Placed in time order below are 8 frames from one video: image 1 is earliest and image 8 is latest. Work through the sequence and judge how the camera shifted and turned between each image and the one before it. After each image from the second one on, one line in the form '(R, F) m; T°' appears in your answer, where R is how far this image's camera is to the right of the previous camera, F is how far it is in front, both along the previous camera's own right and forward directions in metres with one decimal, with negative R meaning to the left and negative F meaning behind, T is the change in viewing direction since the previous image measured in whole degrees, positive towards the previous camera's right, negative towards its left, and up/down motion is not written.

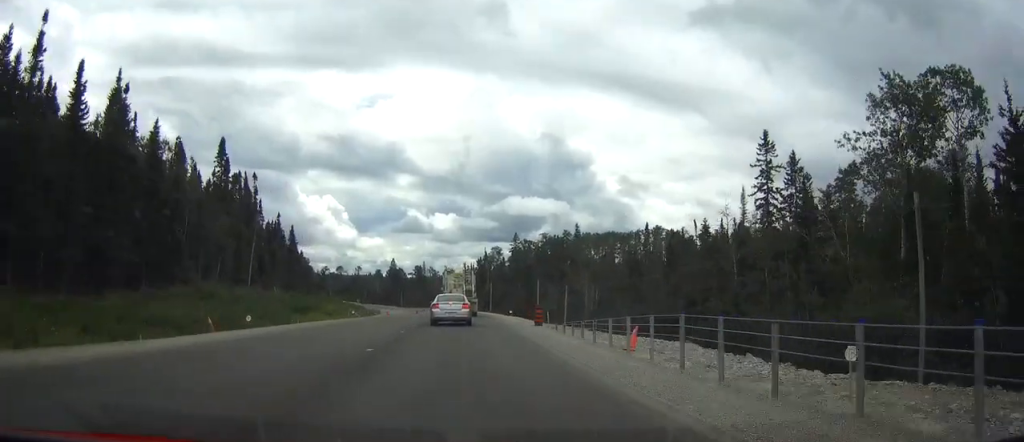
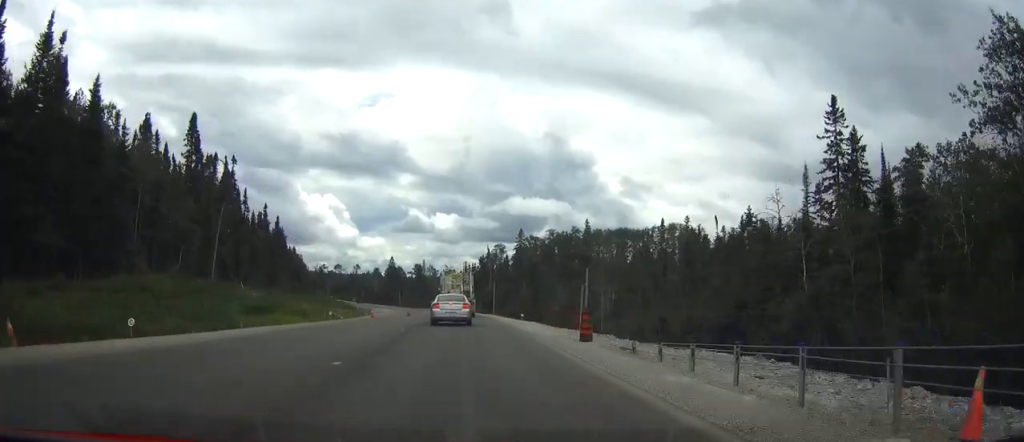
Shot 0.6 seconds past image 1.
(-0.1, +12.6) m; 0°
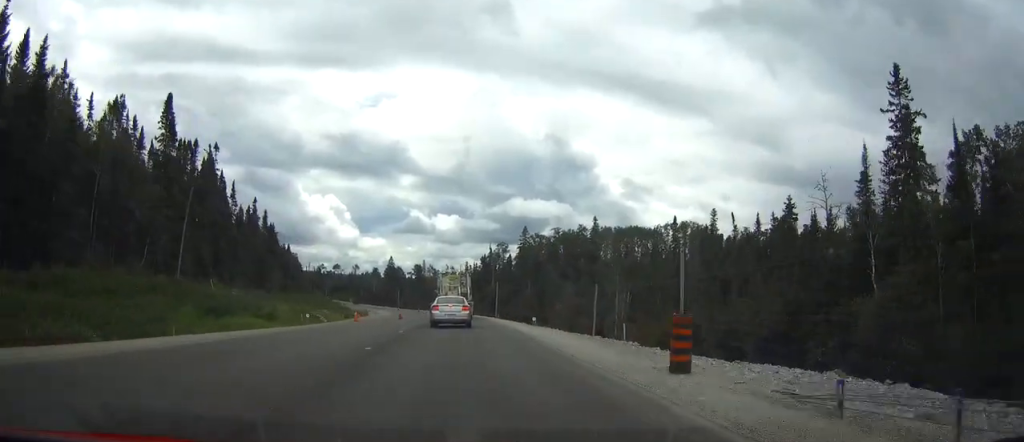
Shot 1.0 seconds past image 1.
(0.0, +8.9) m; 0°
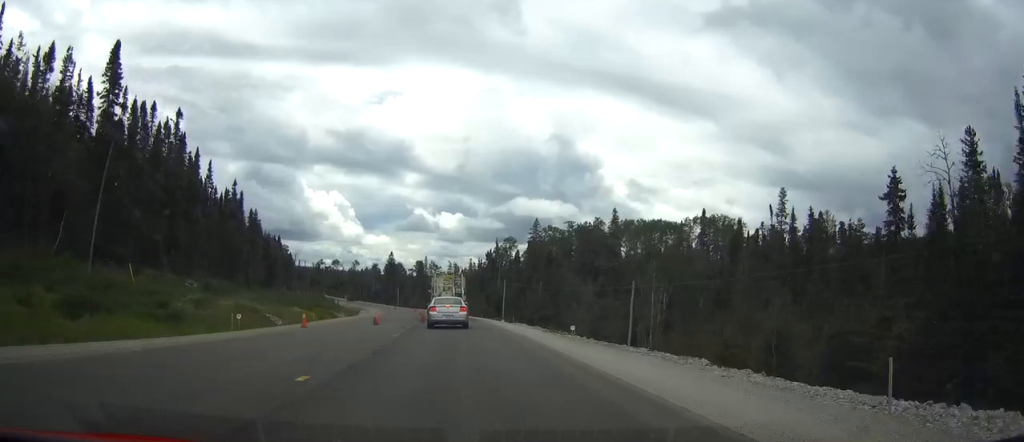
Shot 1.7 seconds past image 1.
(0.0, +16.3) m; 0°
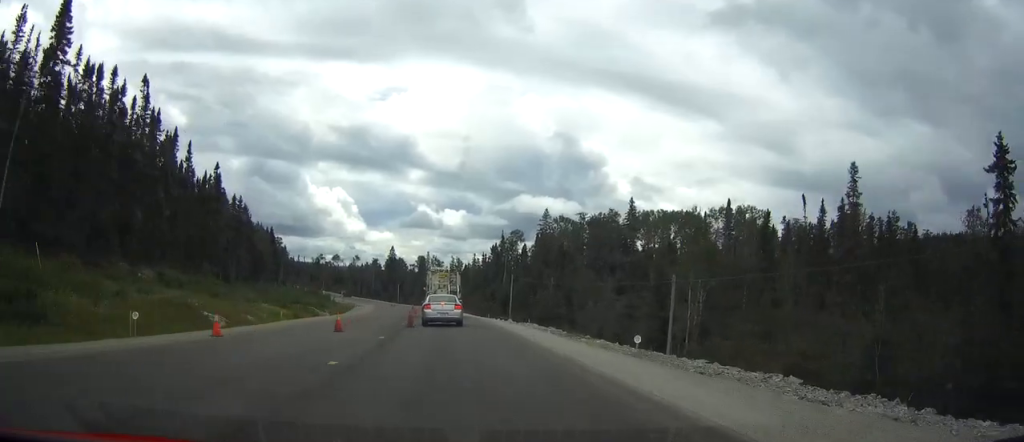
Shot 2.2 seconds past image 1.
(0.0, +11.9) m; 0°
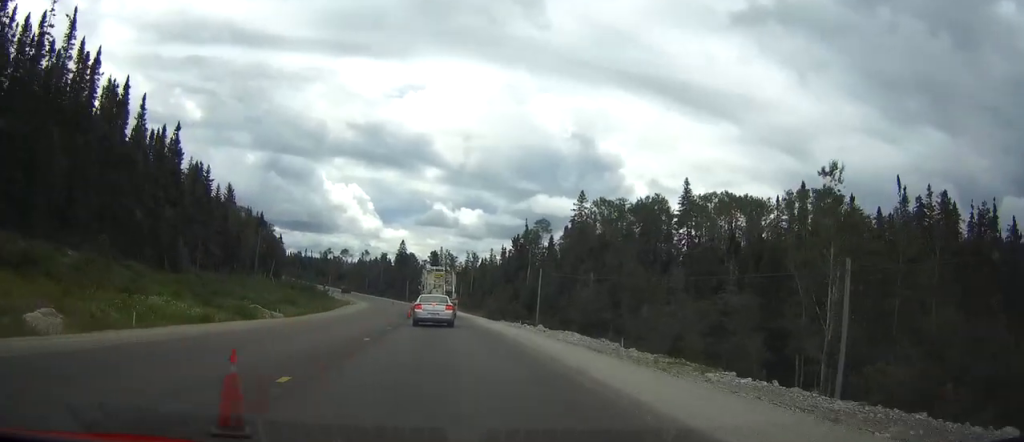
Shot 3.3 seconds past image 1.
(-0.3, +24.3) m; -1°
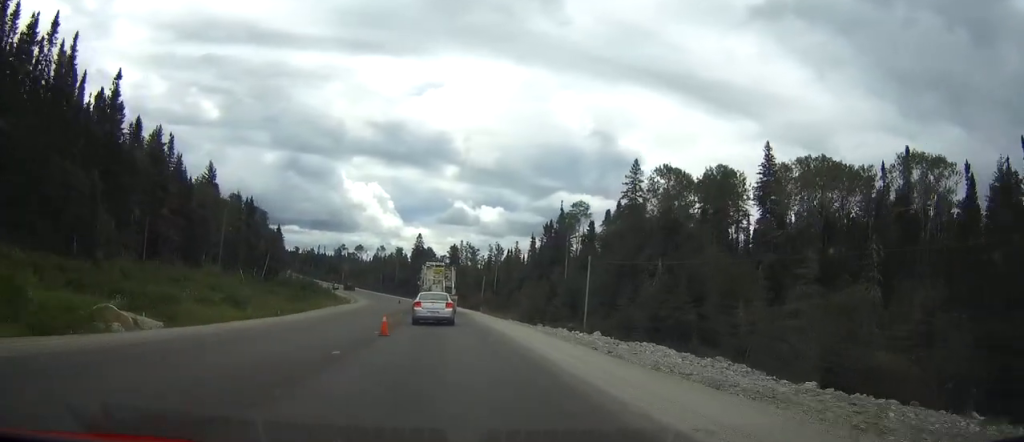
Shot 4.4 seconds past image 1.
(-0.3, +24.1) m; -2°
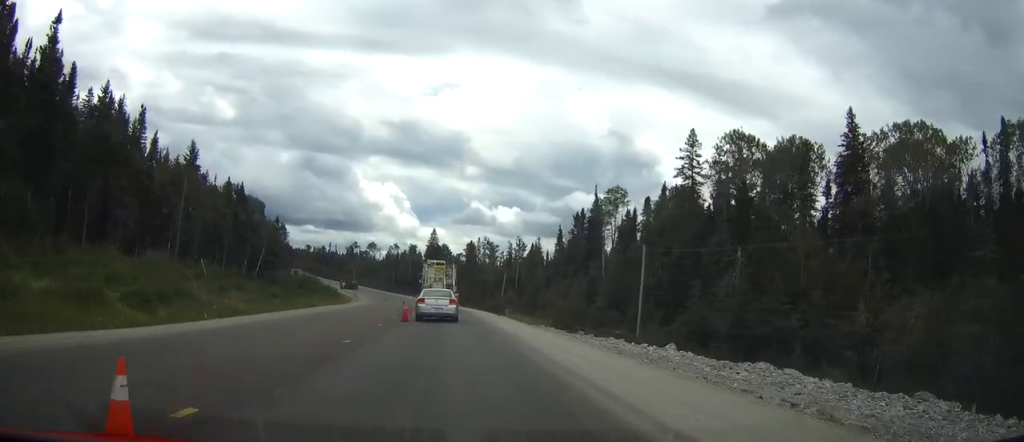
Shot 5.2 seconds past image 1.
(-0.2, +17.4) m; -1°
